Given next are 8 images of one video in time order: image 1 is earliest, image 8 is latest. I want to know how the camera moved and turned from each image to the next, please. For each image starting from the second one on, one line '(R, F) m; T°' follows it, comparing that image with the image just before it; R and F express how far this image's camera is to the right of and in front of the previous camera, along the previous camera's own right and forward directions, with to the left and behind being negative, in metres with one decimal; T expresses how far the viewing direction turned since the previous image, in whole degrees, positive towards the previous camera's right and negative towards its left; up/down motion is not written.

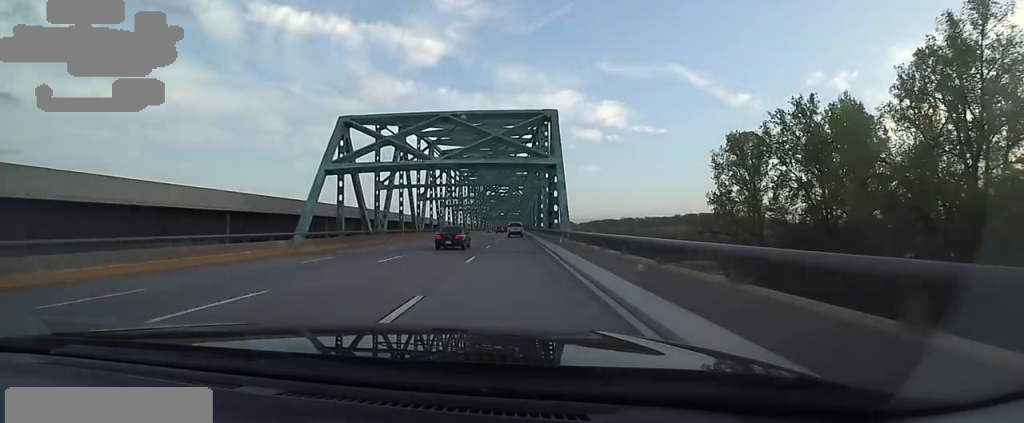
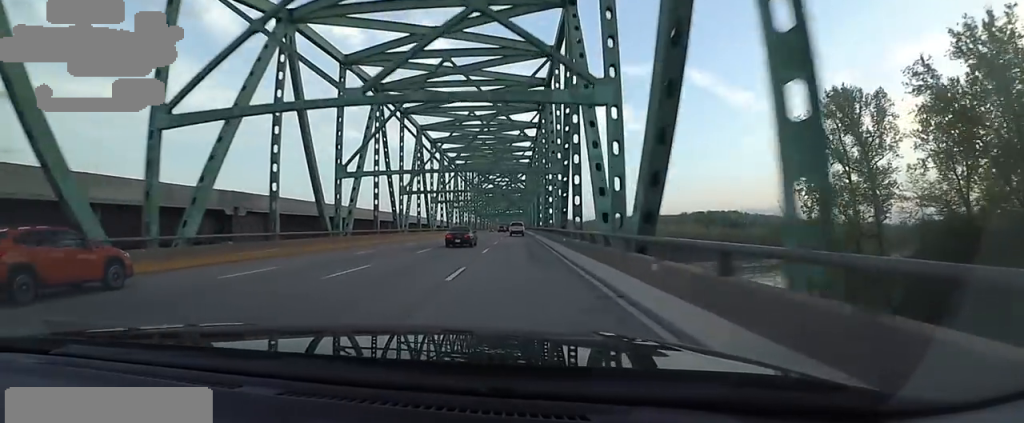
(-0.6, +29.8) m; +1°
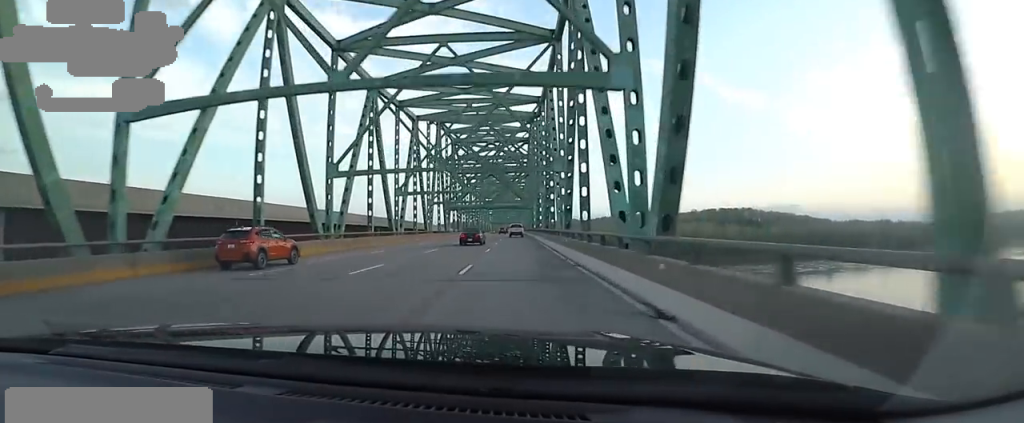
(+2.2, +60.5) m; +1°
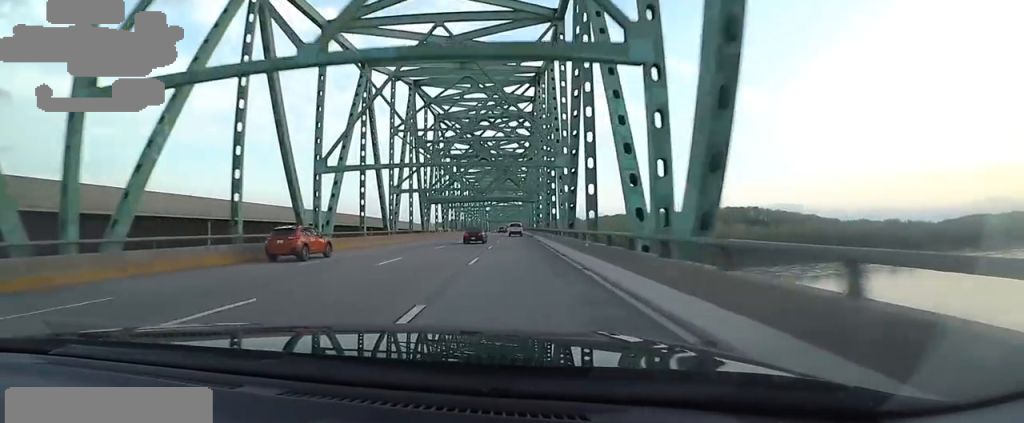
(-0.1, +21.8) m; -1°
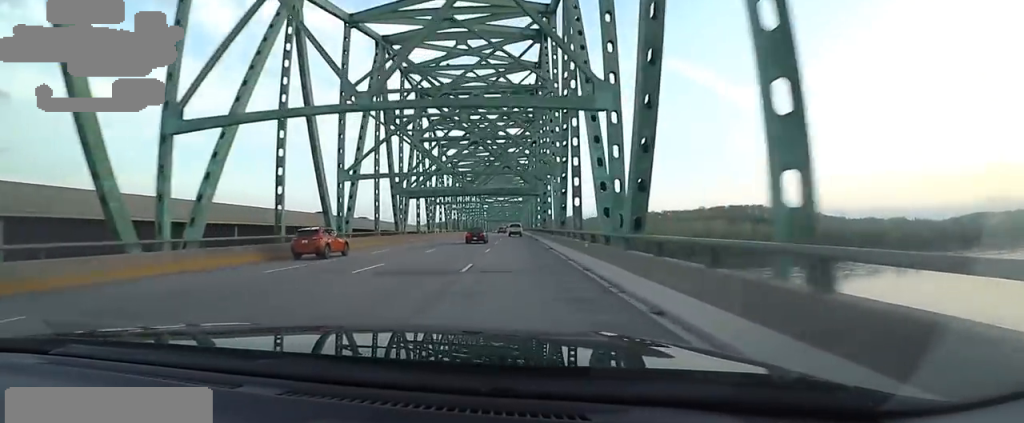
(-0.5, +15.1) m; 0°
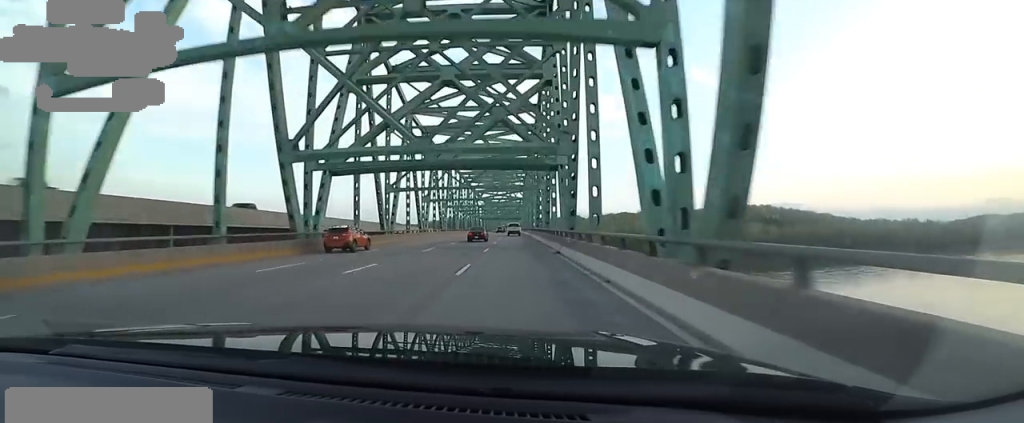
(+0.2, +25.3) m; +1°
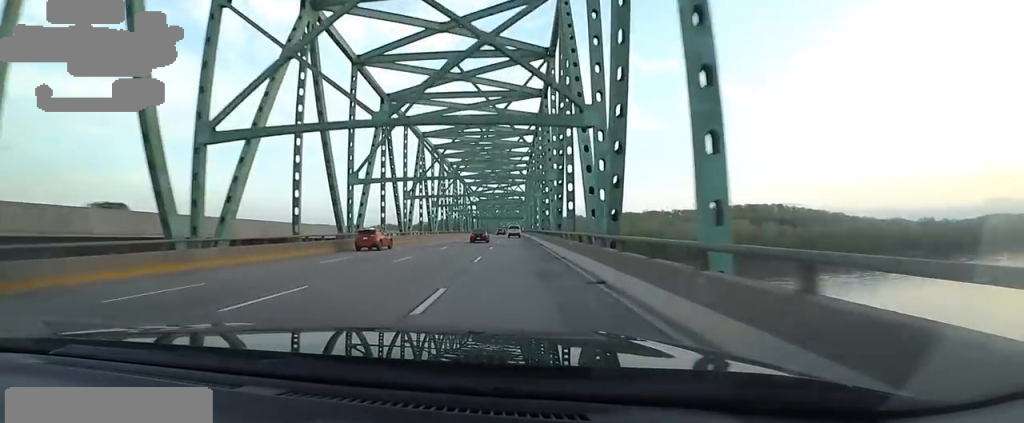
(+0.6, +31.2) m; +1°
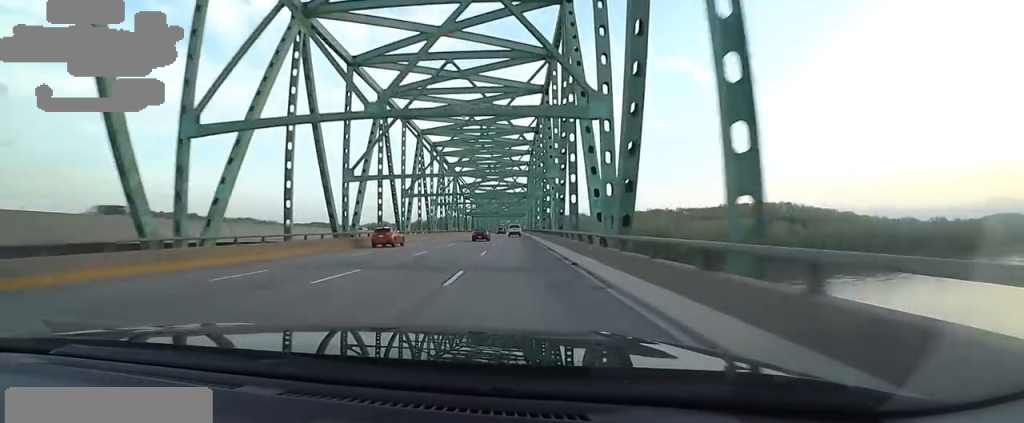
(+0.1, +21.1) m; 0°
